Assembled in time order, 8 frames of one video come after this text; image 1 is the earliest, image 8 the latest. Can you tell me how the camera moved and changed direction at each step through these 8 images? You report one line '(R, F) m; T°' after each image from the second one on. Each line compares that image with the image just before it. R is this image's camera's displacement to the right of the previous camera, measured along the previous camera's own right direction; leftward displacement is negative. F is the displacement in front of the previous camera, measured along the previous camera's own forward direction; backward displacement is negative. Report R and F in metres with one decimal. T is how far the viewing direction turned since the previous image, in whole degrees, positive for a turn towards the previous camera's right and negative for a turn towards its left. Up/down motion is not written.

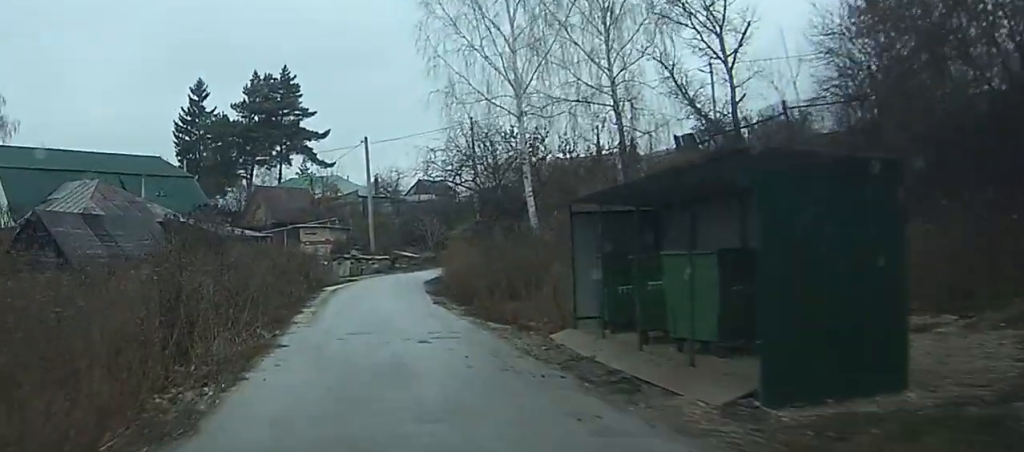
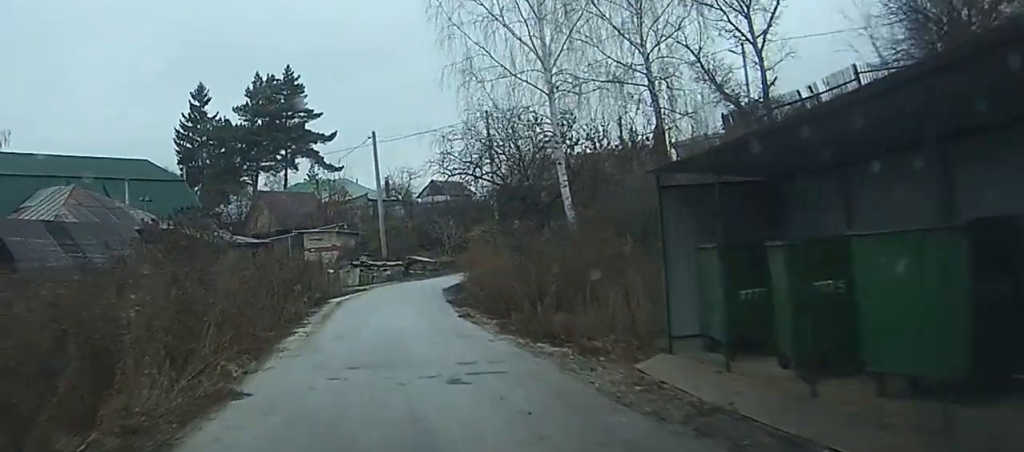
(-0.2, +3.5) m; -4°
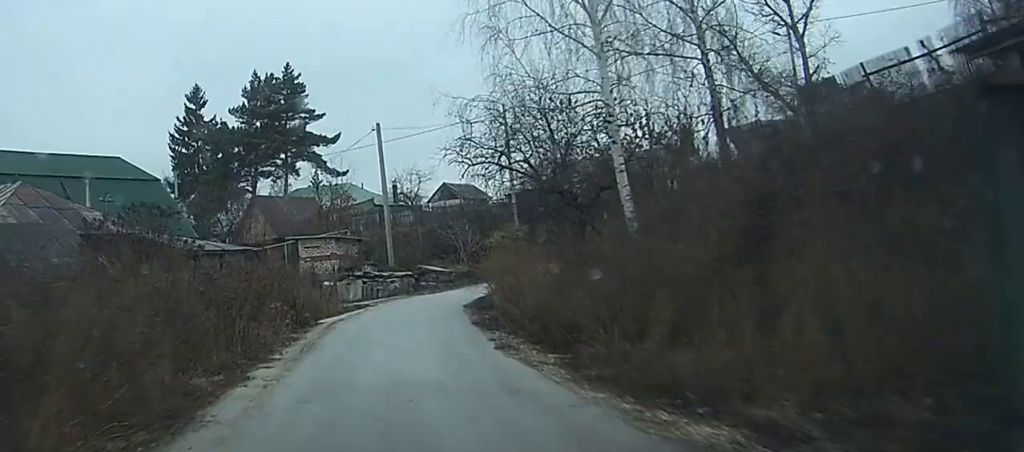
(-0.1, +5.1) m; -6°
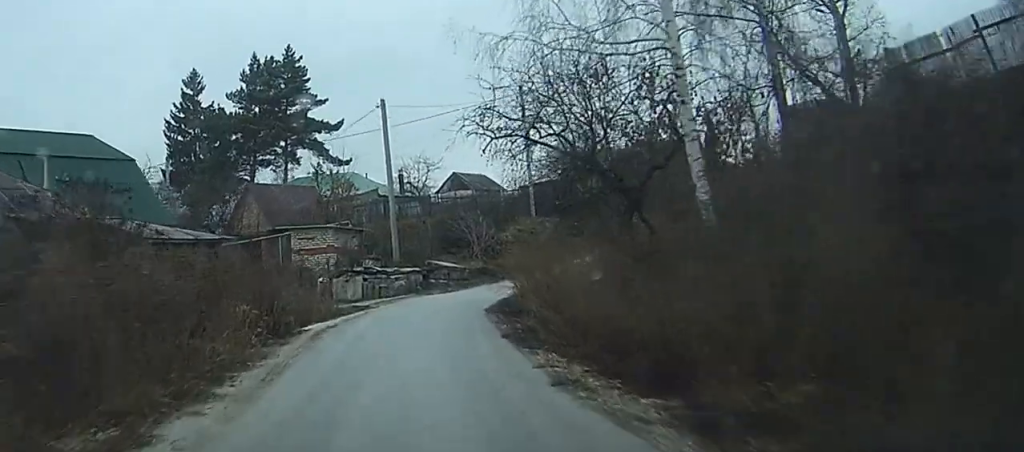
(-0.1, +4.0) m; -2°
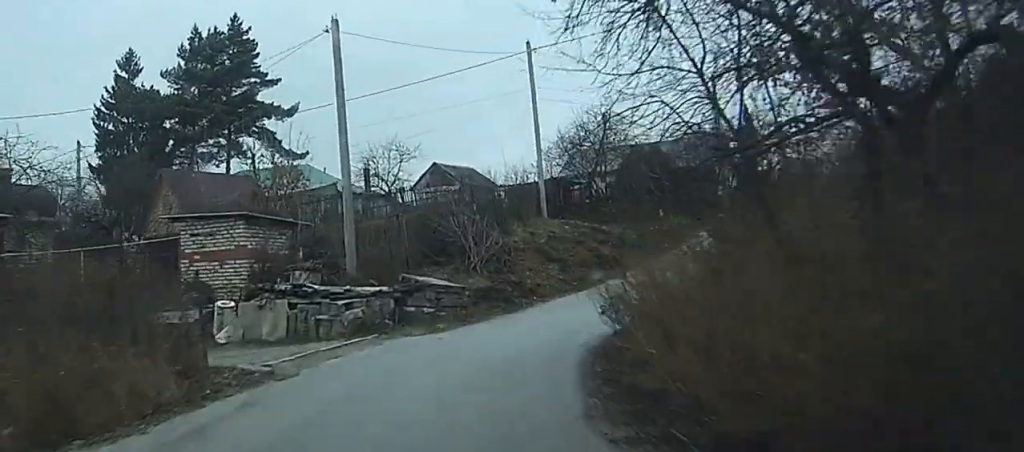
(+1.0, +12.4) m; +14°
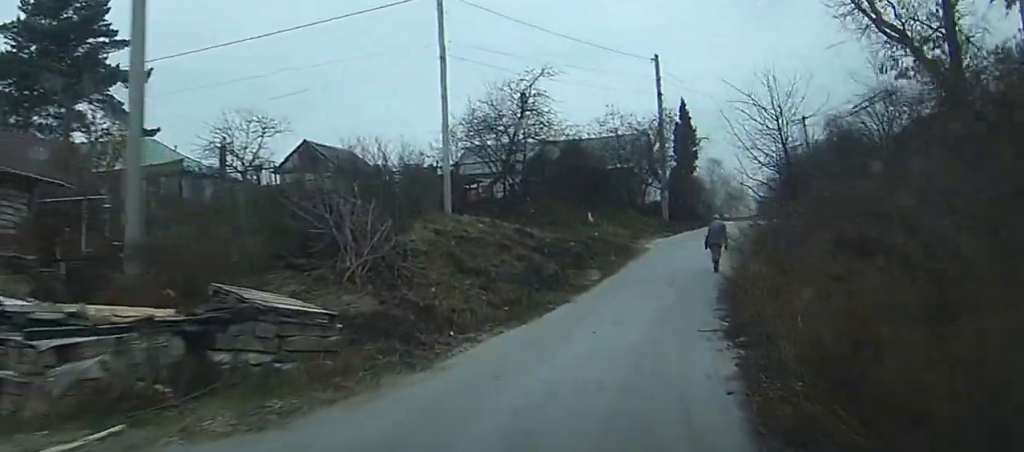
(+0.4, +11.0) m; +3°
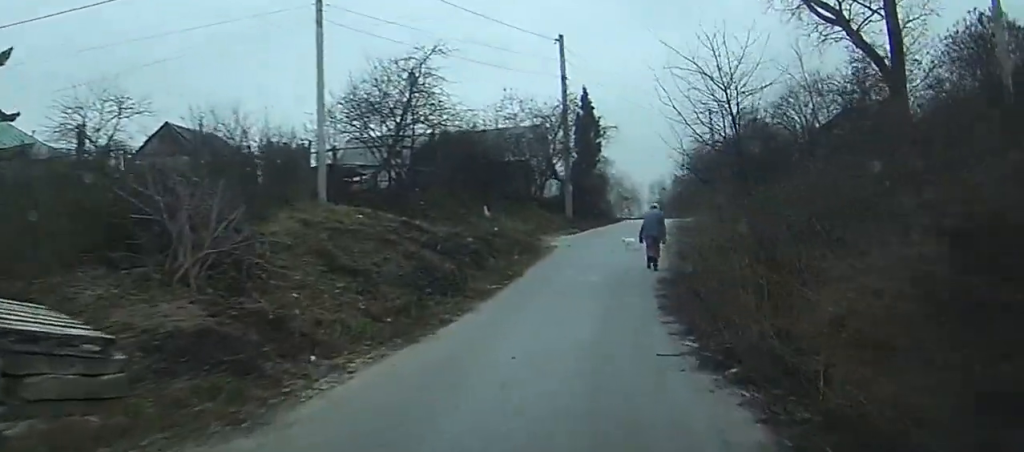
(-0.1, +5.0) m; +2°
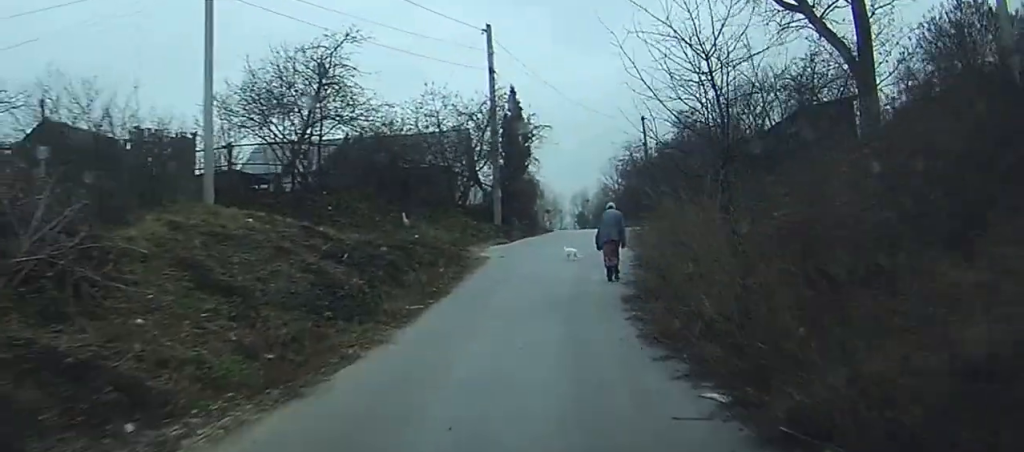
(+0.2, +4.4) m; -2°
